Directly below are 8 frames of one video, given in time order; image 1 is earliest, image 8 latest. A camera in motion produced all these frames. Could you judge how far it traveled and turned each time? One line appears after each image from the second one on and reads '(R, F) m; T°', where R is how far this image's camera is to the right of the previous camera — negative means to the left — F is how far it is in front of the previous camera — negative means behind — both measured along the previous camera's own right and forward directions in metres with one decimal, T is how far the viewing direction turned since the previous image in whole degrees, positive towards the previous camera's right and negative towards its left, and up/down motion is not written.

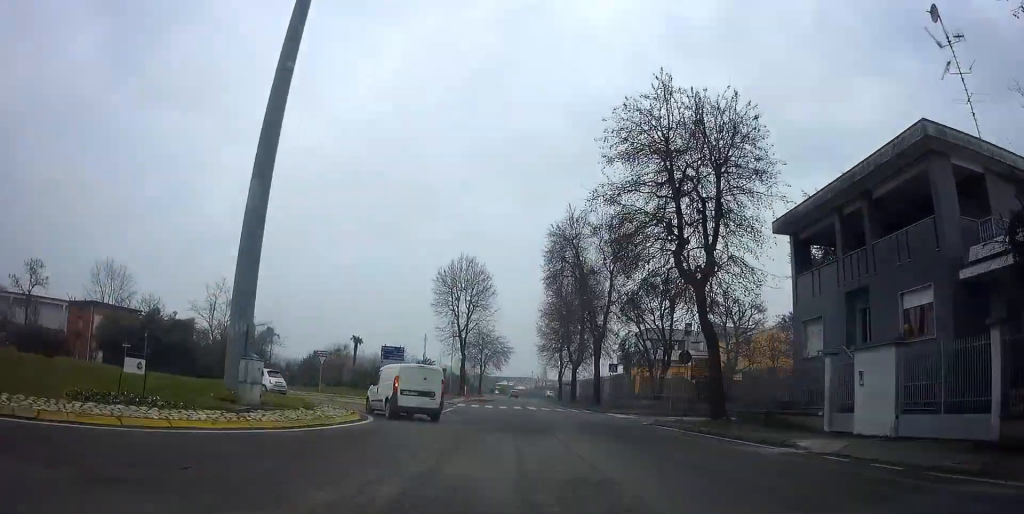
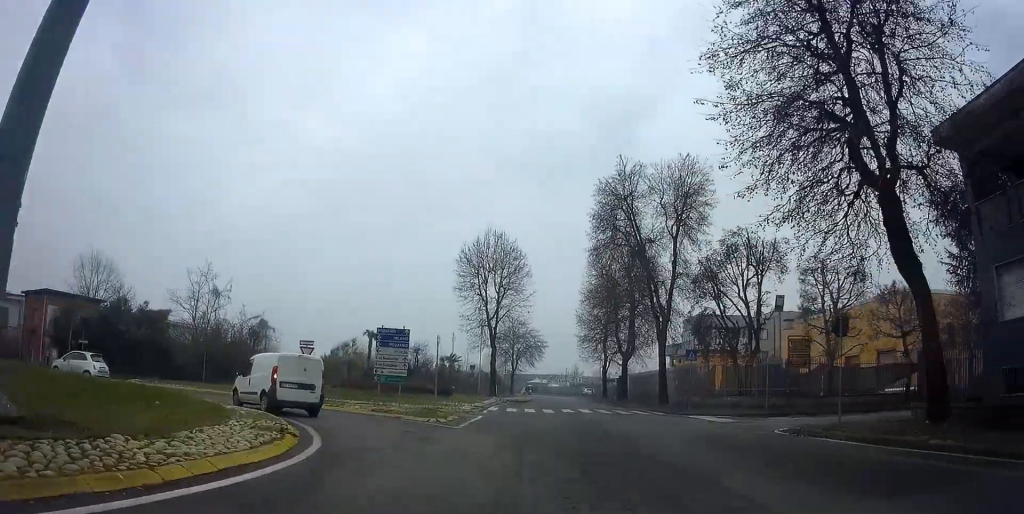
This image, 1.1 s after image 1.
(-0.3, +9.3) m; -8°
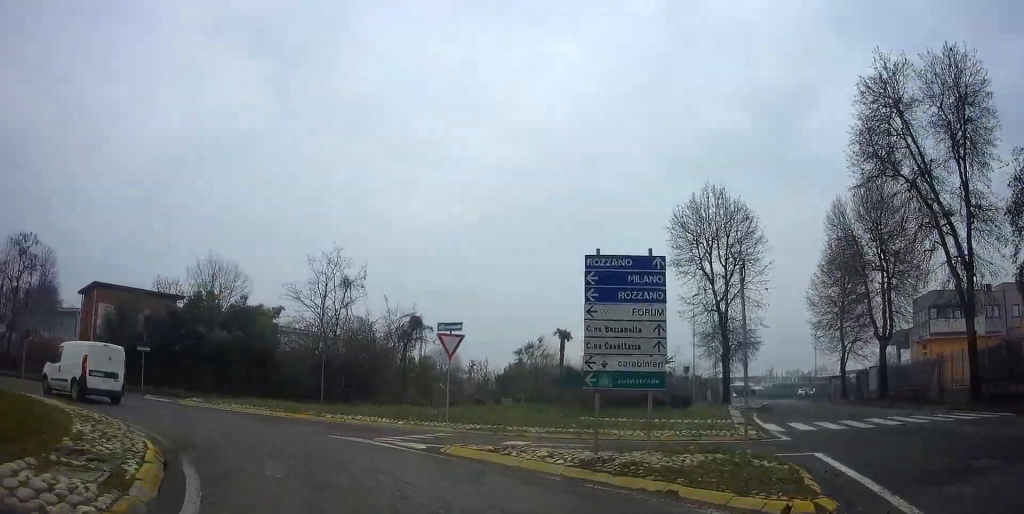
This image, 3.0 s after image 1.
(-3.0, +12.4) m; -34°
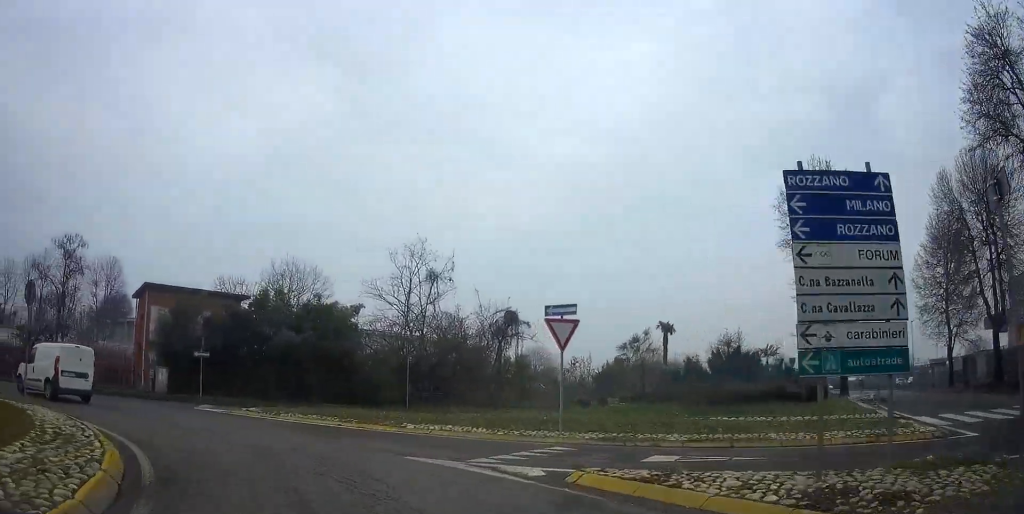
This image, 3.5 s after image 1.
(-0.2, +3.6) m; -11°
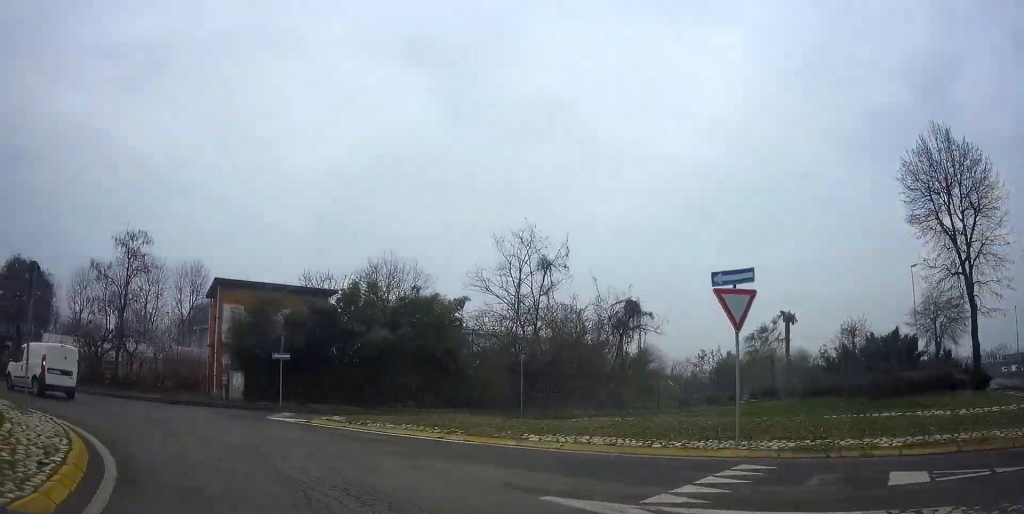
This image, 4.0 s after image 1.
(-0.5, +3.6) m; -10°
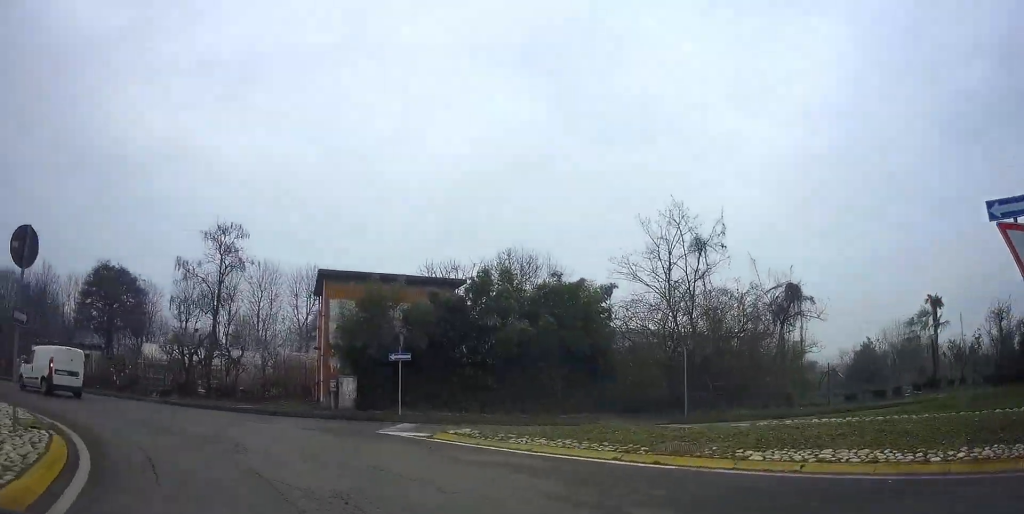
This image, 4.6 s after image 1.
(-0.1, +3.8) m; -11°
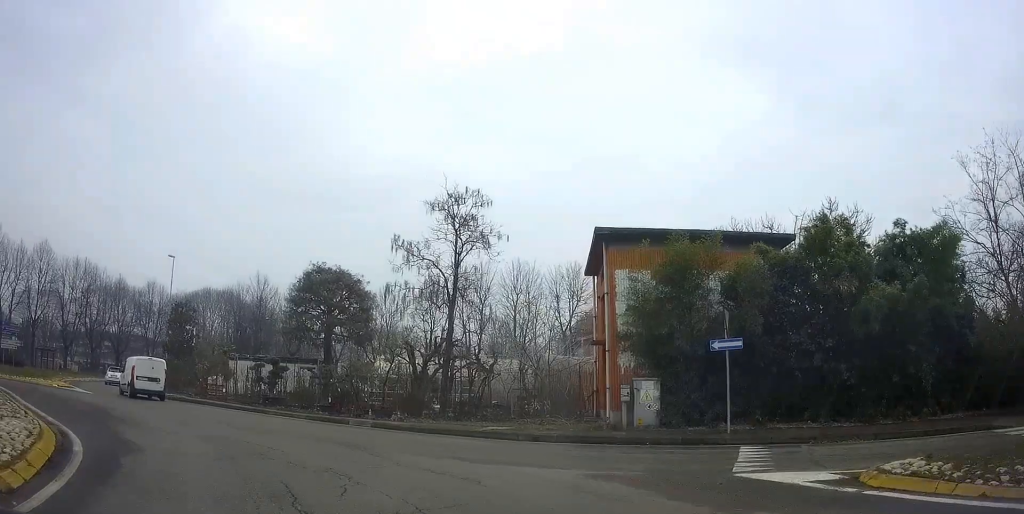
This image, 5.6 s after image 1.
(-1.4, +7.2) m; -22°
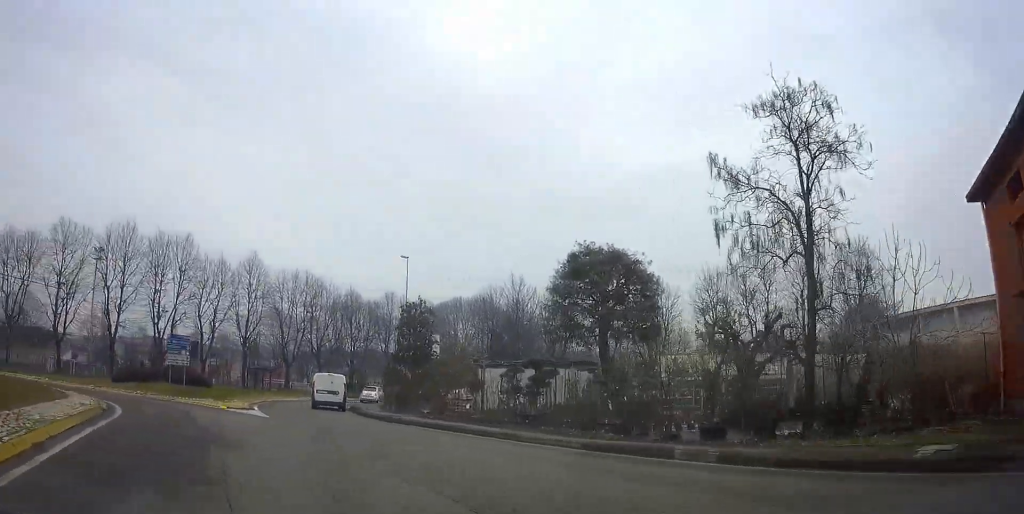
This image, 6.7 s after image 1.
(-1.5, +8.5) m; -14°
